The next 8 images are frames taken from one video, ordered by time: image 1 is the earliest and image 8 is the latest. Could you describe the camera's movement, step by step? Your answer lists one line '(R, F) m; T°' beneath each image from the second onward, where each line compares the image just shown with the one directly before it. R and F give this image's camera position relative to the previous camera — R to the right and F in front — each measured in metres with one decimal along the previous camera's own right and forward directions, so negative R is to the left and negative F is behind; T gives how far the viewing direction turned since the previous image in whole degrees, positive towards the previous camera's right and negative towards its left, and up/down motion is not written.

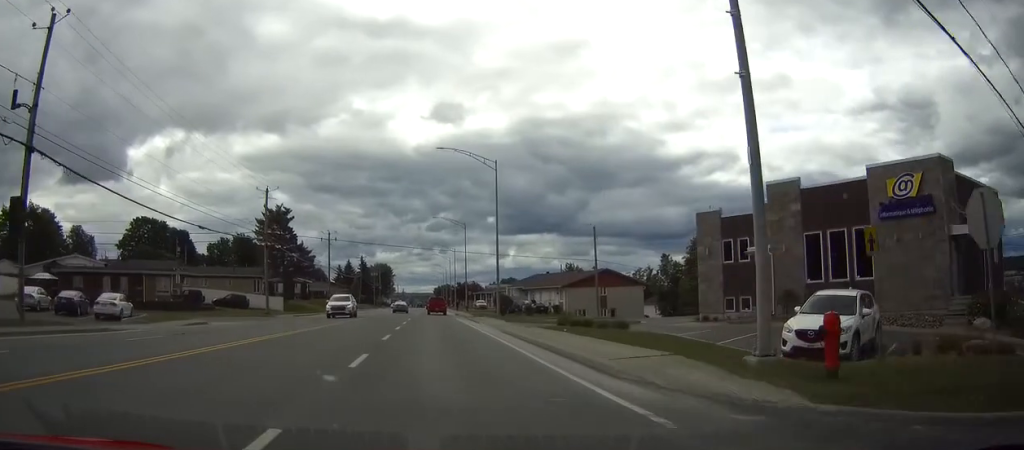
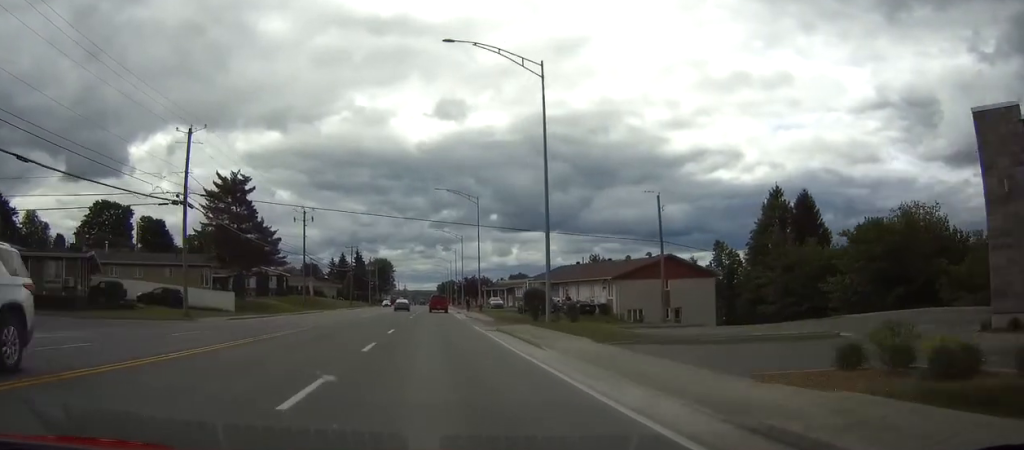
(0.0, +22.7) m; 0°
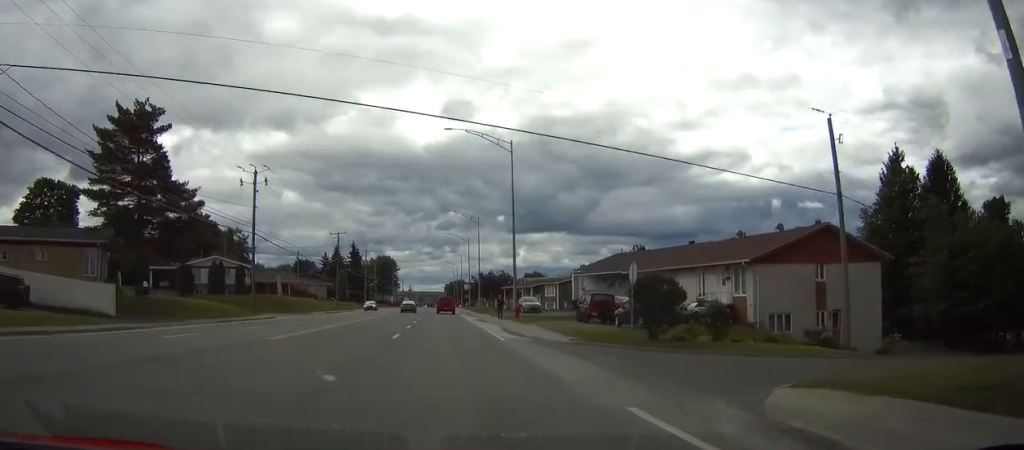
(0.0, +26.9) m; 0°
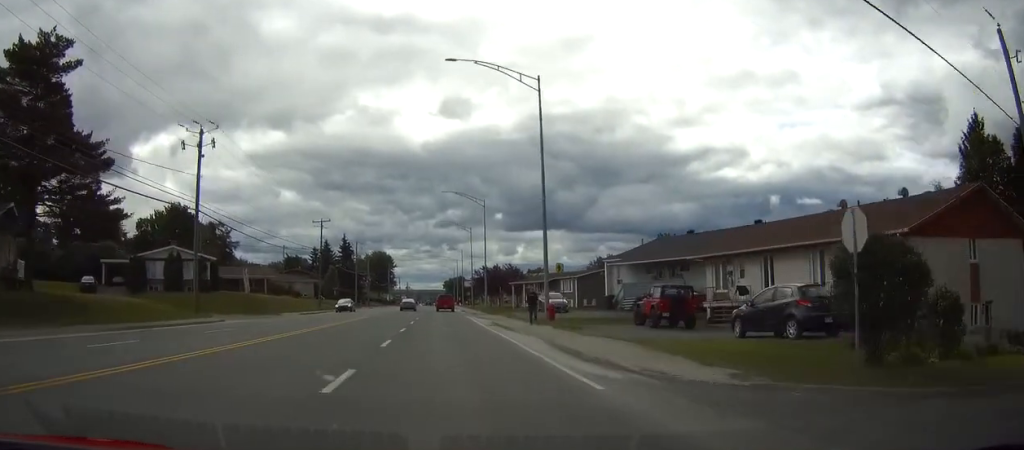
(0.0, +14.0) m; 0°
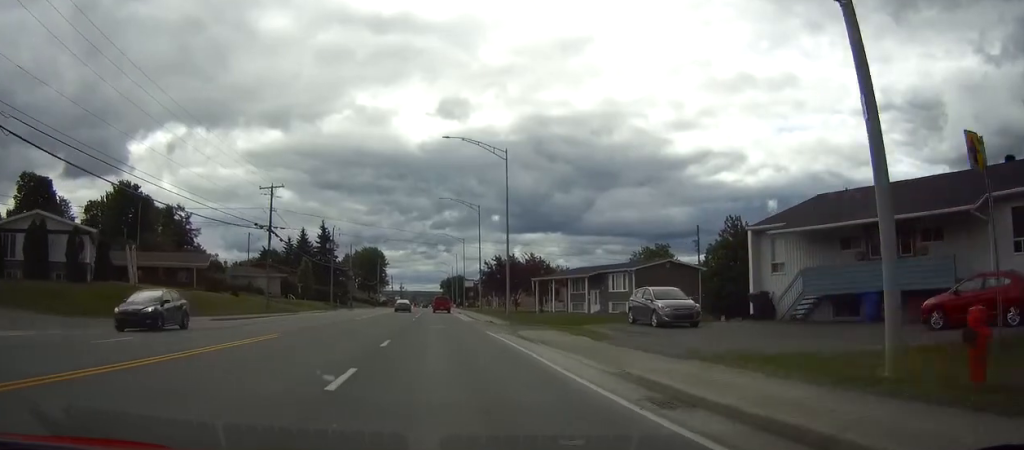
(0.0, +26.4) m; 0°
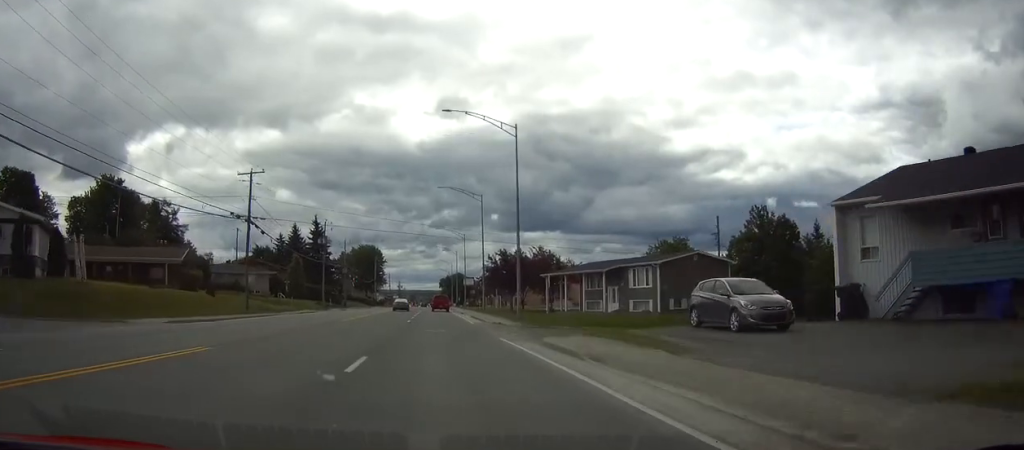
(0.0, +7.0) m; 0°
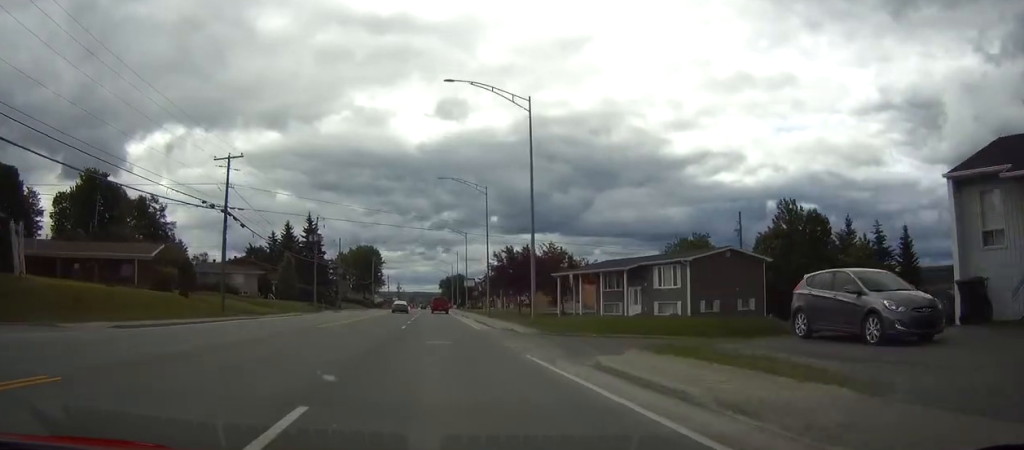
(0.0, +6.5) m; 0°
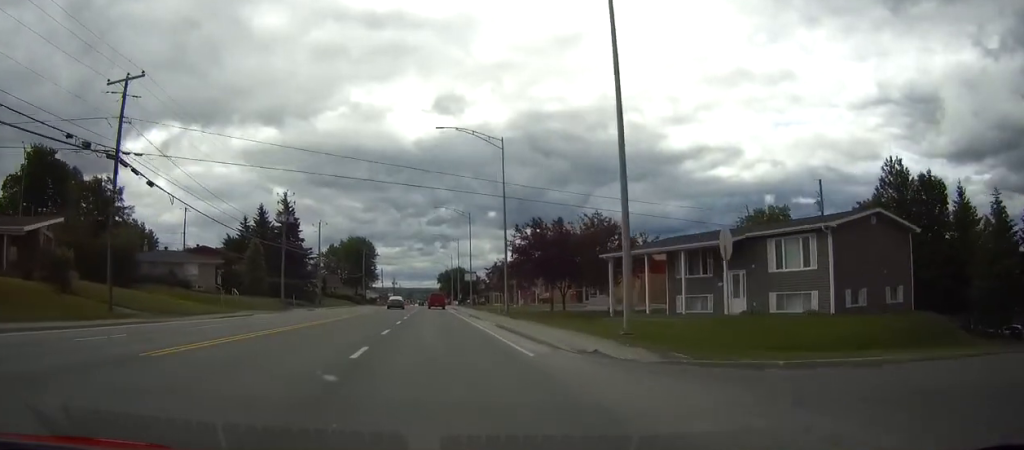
(+0.1, +18.3) m; 0°
